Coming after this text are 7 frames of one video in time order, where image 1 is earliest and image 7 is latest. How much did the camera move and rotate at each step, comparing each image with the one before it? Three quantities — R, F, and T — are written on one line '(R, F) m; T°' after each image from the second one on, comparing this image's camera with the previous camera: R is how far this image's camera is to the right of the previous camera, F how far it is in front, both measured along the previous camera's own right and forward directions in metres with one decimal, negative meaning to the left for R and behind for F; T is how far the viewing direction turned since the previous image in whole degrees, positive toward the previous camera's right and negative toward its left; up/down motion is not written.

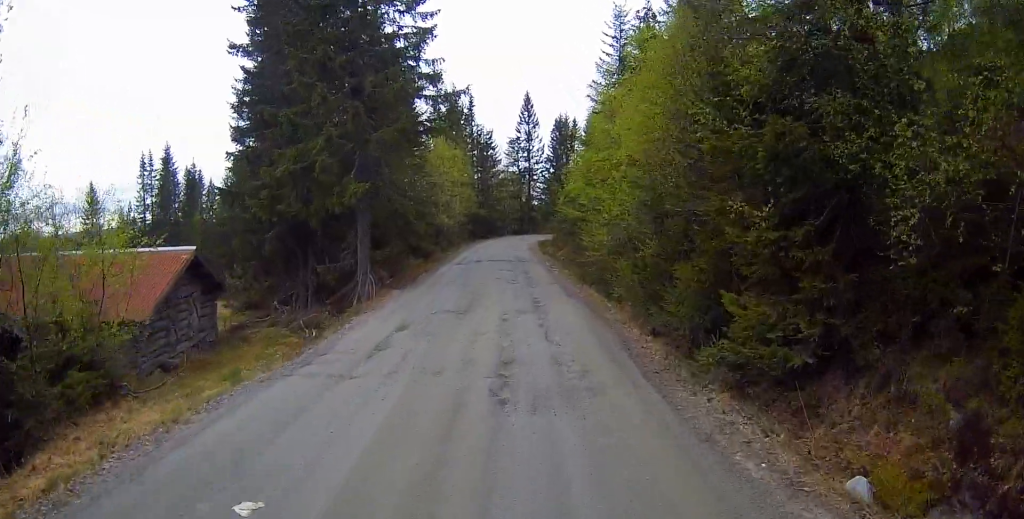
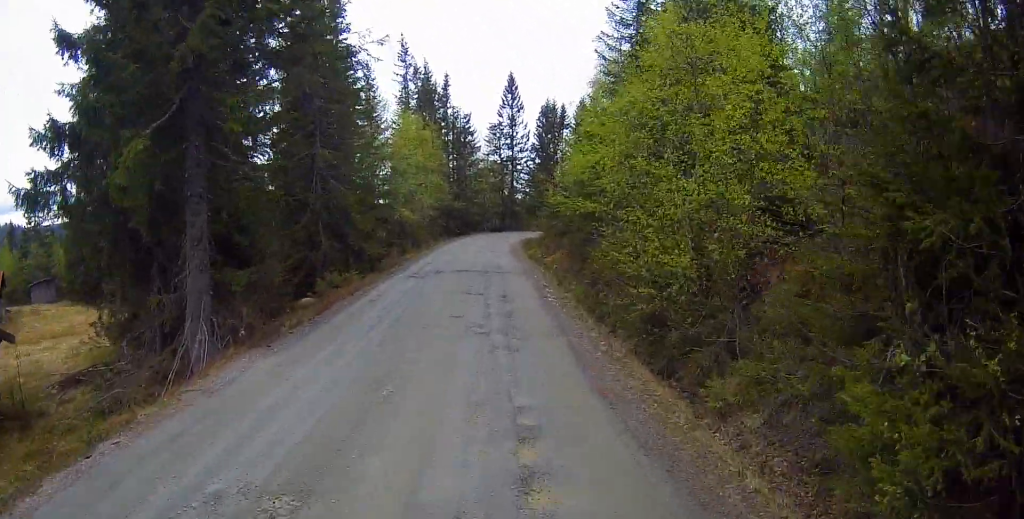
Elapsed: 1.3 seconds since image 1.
(+0.2, +9.8) m; +1°
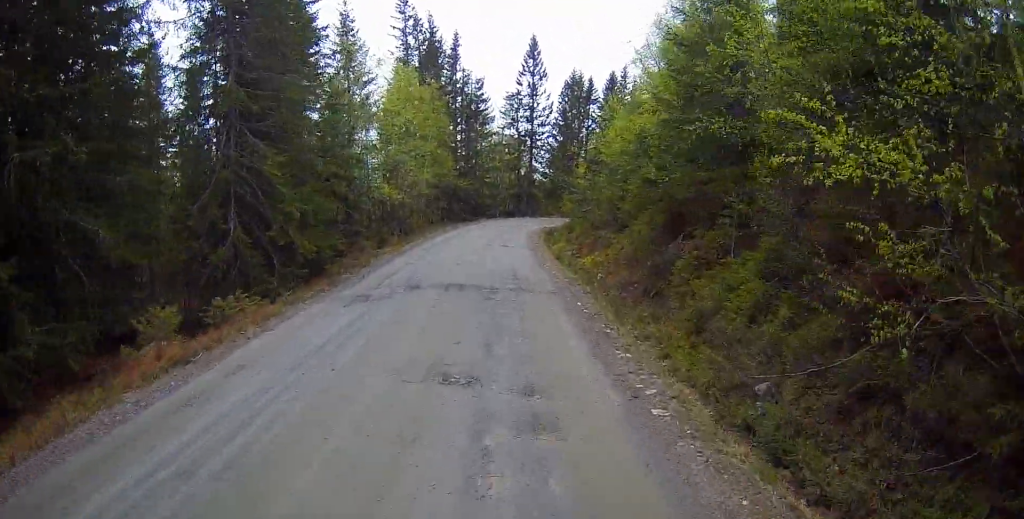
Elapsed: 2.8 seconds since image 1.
(-0.2, +10.8) m; -2°
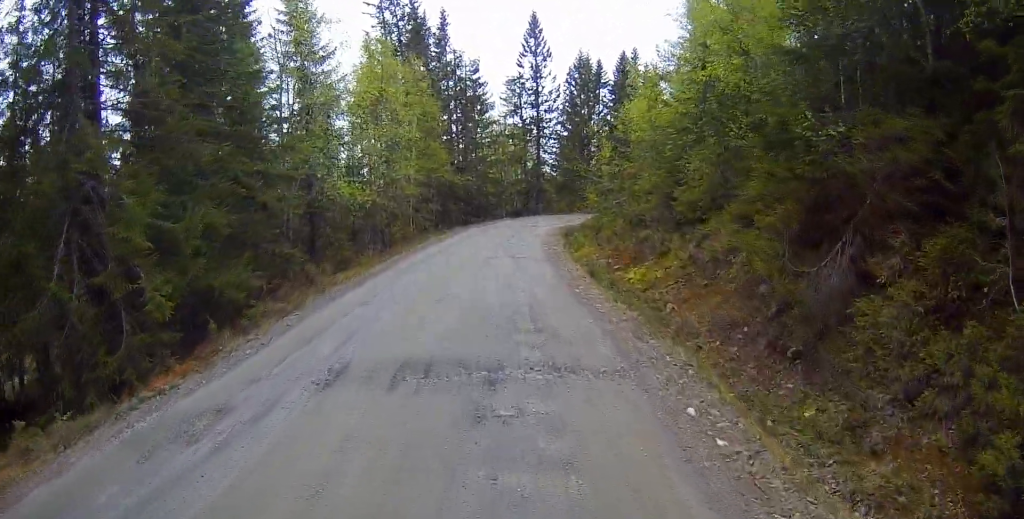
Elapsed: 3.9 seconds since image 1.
(0.0, +7.6) m; 0°
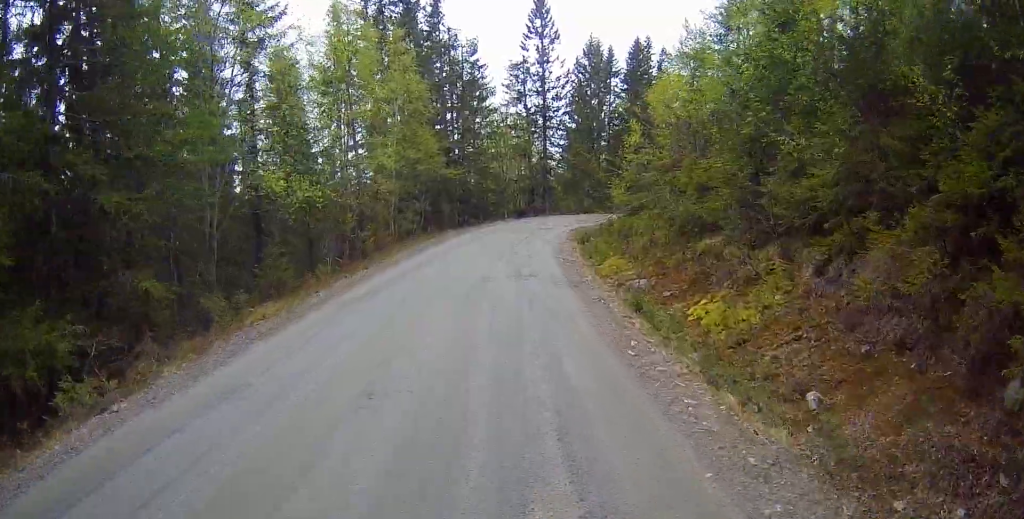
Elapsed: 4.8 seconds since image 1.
(0.0, +6.4) m; -2°
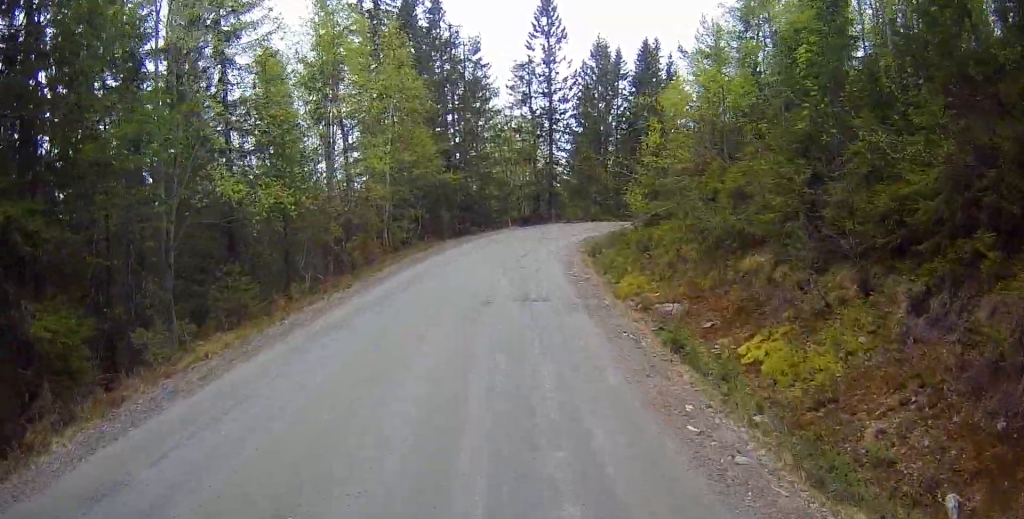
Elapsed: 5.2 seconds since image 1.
(-0.1, +2.5) m; -1°
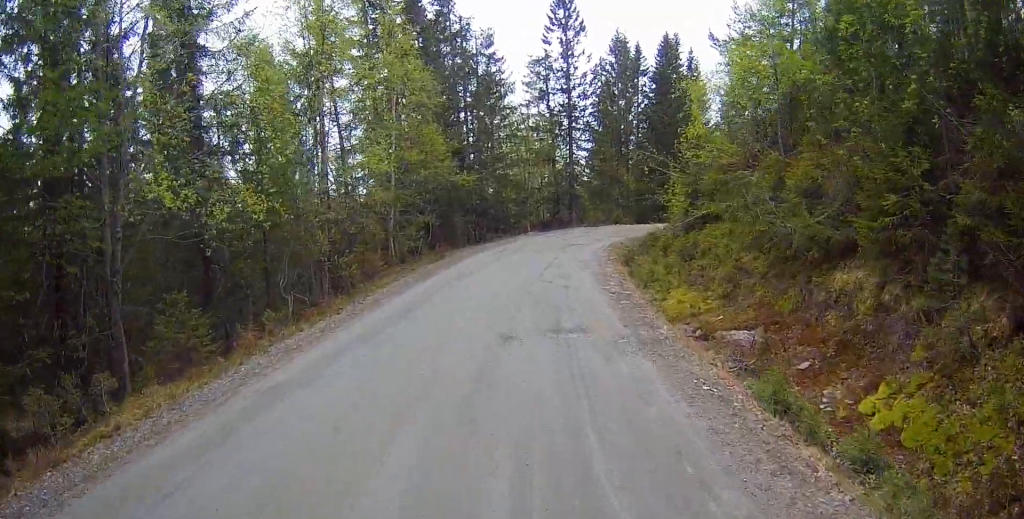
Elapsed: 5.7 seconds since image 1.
(-0.1, +3.2) m; -1°
